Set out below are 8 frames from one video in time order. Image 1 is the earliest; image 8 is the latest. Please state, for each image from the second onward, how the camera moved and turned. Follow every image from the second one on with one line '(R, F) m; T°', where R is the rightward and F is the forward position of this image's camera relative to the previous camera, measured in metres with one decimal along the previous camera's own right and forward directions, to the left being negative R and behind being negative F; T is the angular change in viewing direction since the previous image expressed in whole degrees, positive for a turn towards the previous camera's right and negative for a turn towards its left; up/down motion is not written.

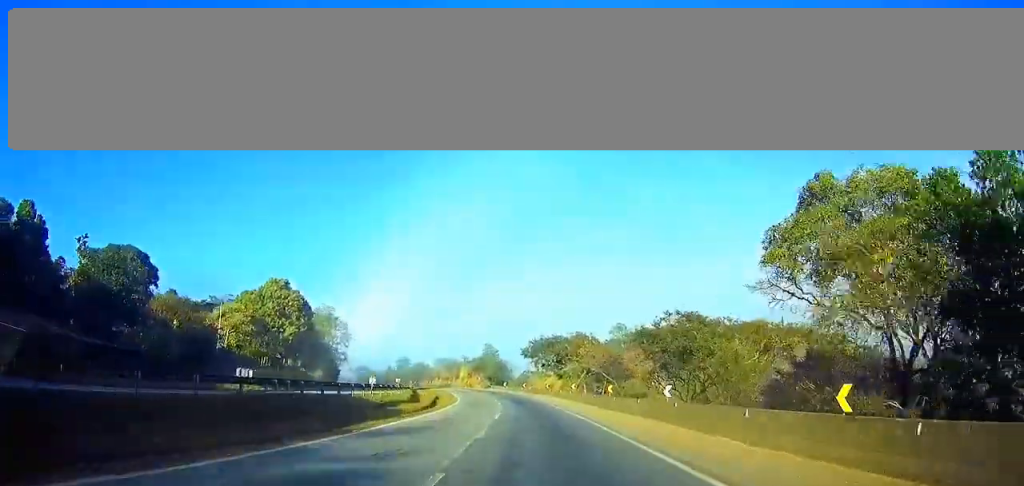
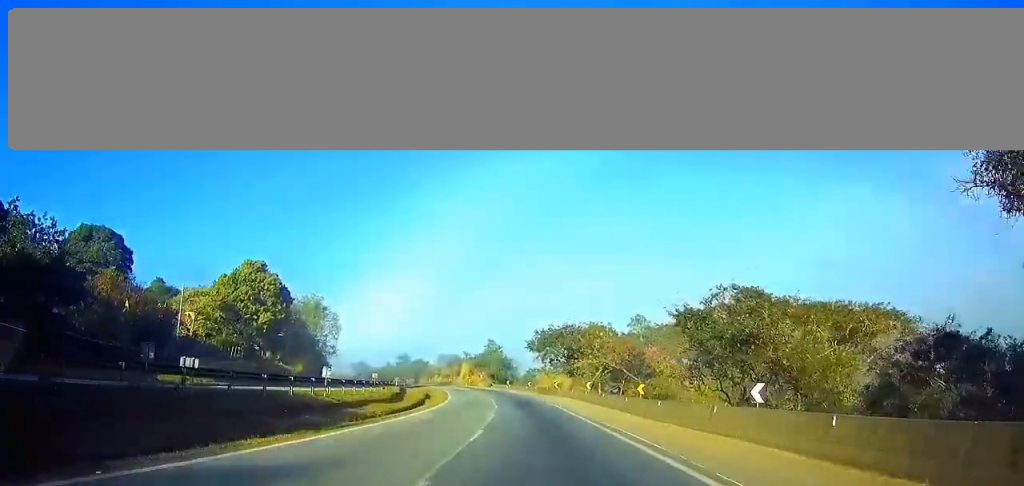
(0.0, +12.9) m; -1°
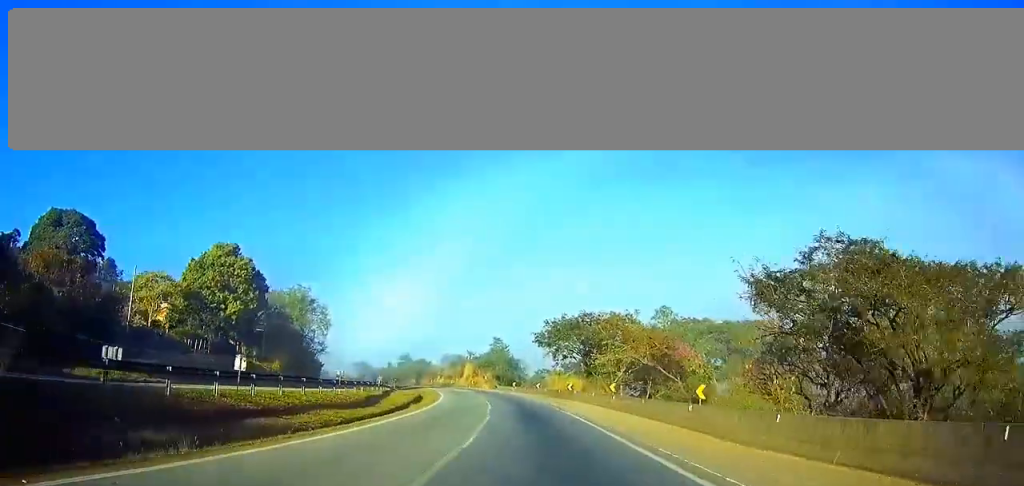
(-0.2, +12.8) m; -1°
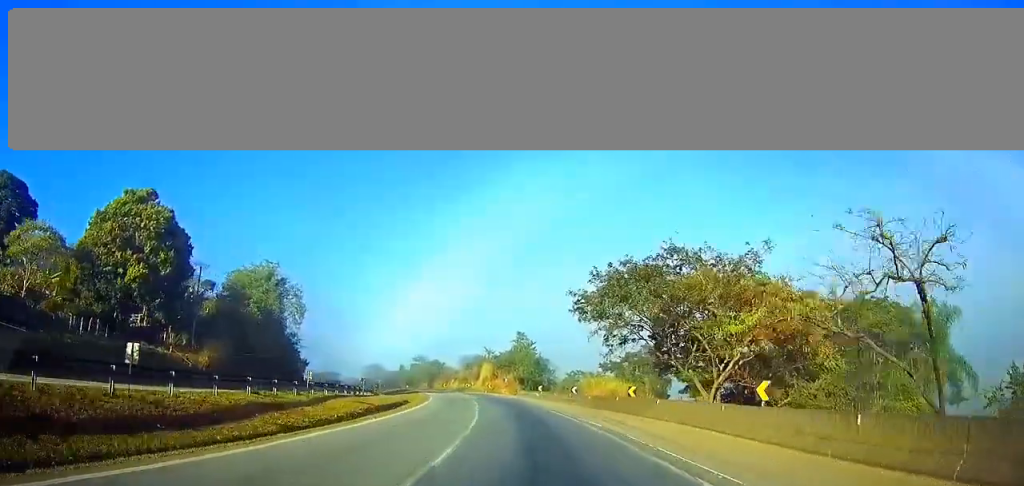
(-0.6, +27.4) m; -3°
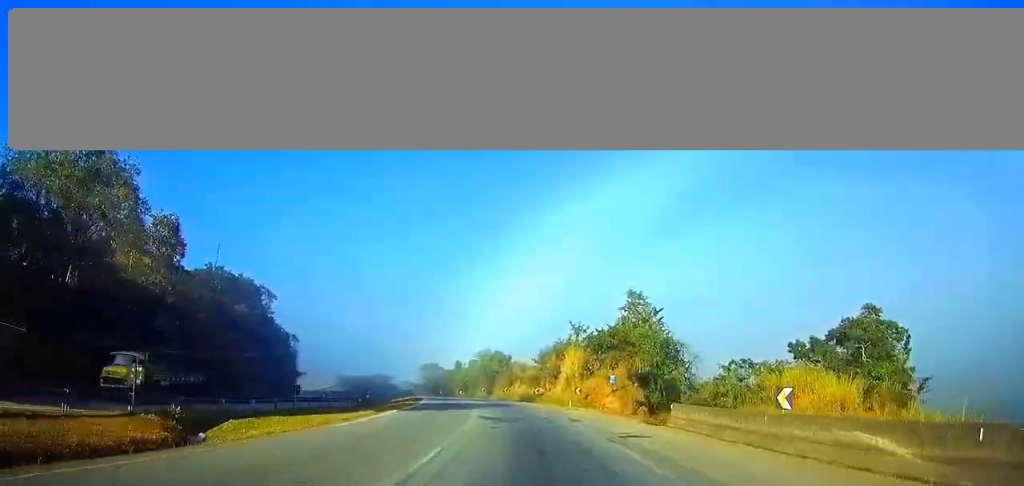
(-3.1, +59.3) m; -7°
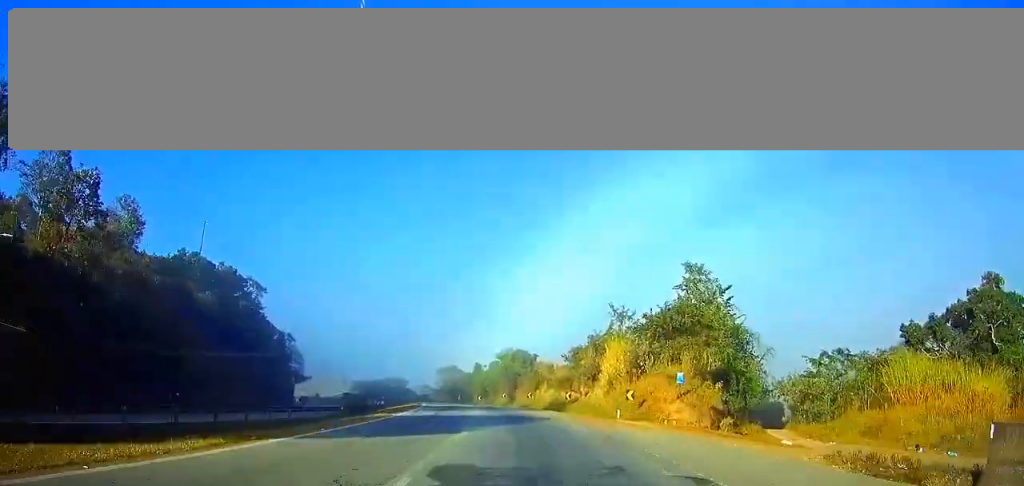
(-0.3, +17.0) m; -3°
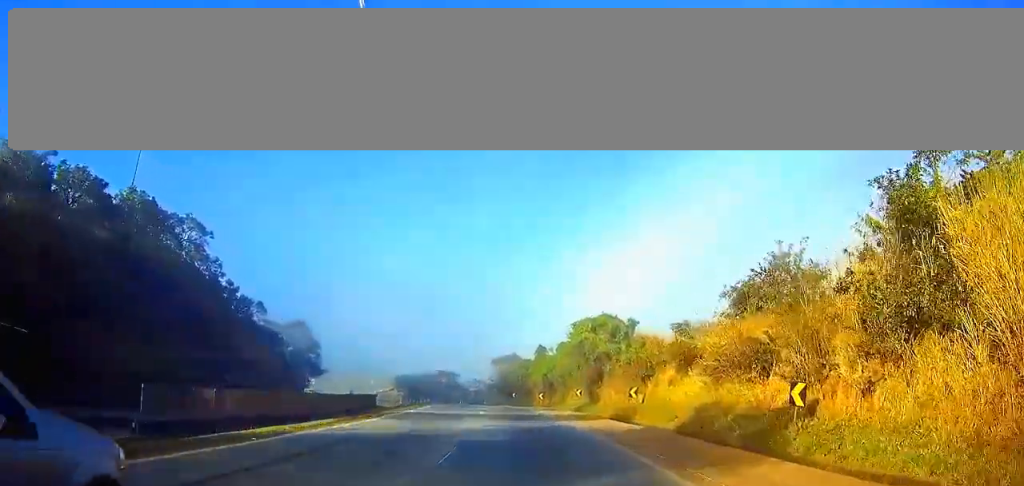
(-2.7, +40.6) m; -7°
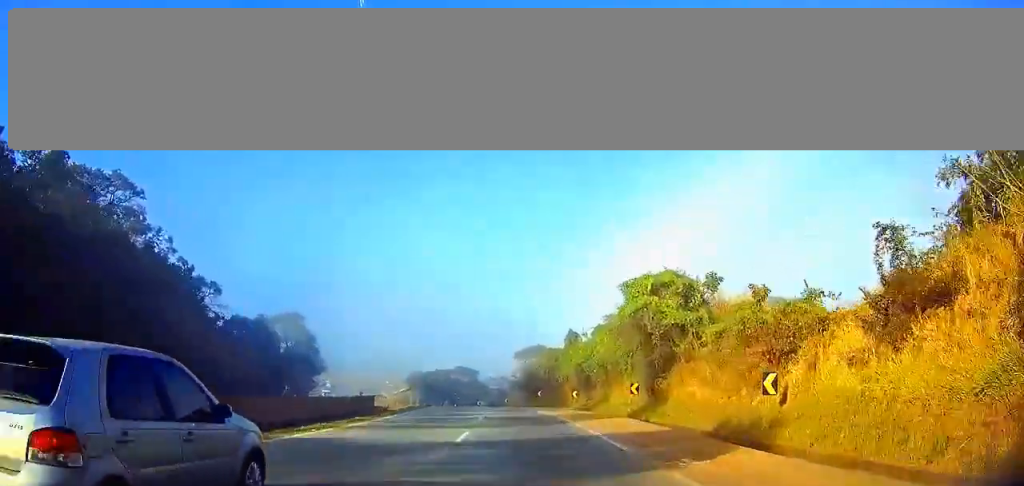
(-0.2, +19.0) m; -3°
